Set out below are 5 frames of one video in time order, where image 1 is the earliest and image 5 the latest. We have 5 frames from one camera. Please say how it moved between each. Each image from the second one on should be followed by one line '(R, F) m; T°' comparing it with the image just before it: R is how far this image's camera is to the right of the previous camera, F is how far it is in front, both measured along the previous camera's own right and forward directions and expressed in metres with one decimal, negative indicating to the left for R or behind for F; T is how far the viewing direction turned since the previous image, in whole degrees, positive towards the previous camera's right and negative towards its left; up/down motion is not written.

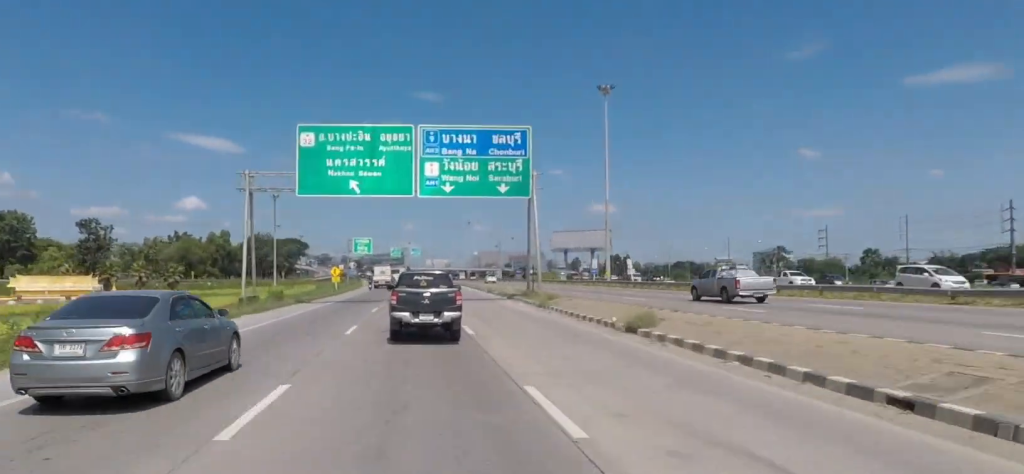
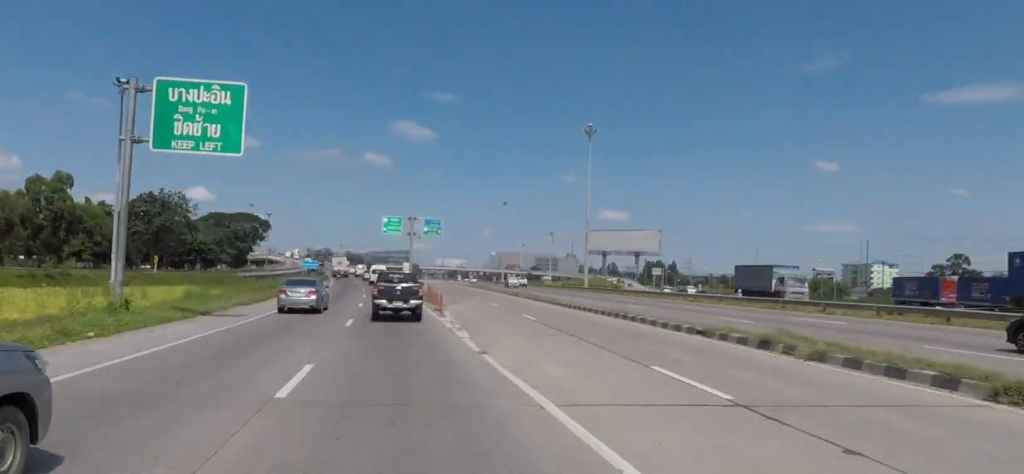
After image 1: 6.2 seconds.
(-2.3, +83.9) m; -4°
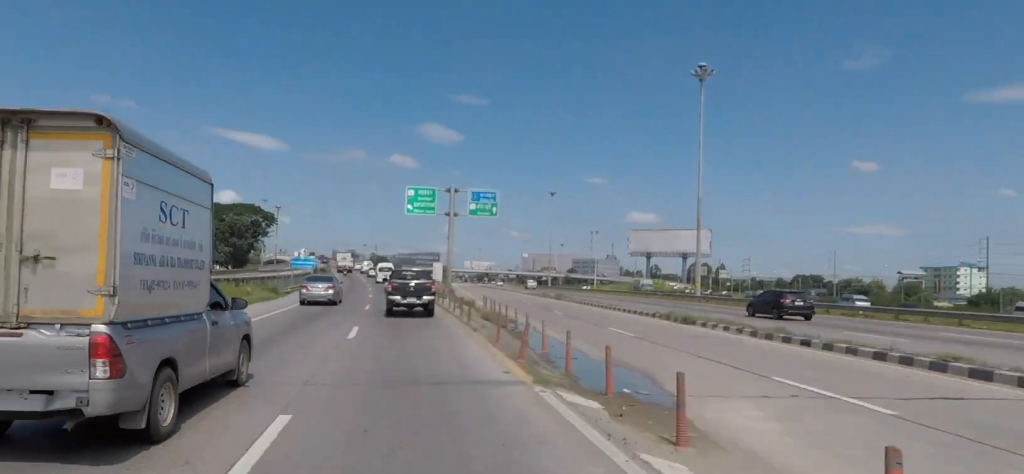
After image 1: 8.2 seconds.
(-0.4, +28.3) m; -1°
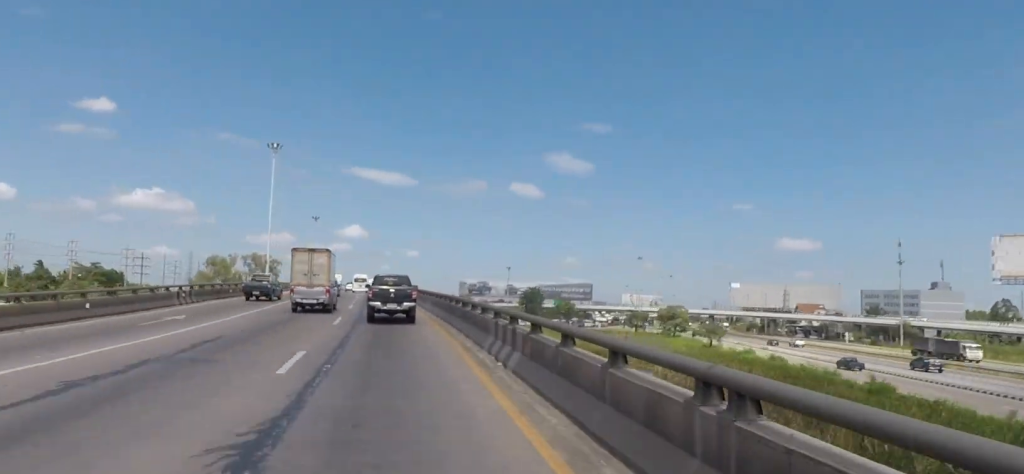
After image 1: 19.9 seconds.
(-15.7, +163.3) m; -9°
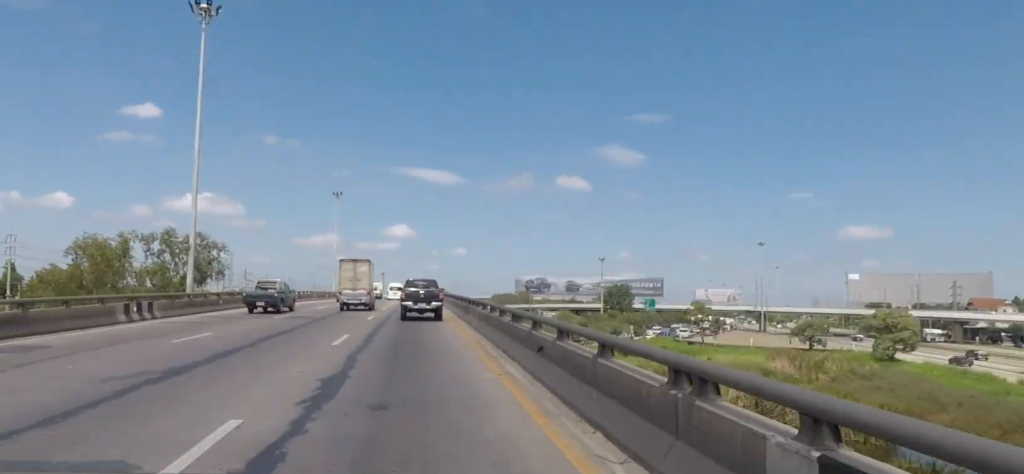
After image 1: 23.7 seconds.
(-1.0, +55.4) m; -3°
